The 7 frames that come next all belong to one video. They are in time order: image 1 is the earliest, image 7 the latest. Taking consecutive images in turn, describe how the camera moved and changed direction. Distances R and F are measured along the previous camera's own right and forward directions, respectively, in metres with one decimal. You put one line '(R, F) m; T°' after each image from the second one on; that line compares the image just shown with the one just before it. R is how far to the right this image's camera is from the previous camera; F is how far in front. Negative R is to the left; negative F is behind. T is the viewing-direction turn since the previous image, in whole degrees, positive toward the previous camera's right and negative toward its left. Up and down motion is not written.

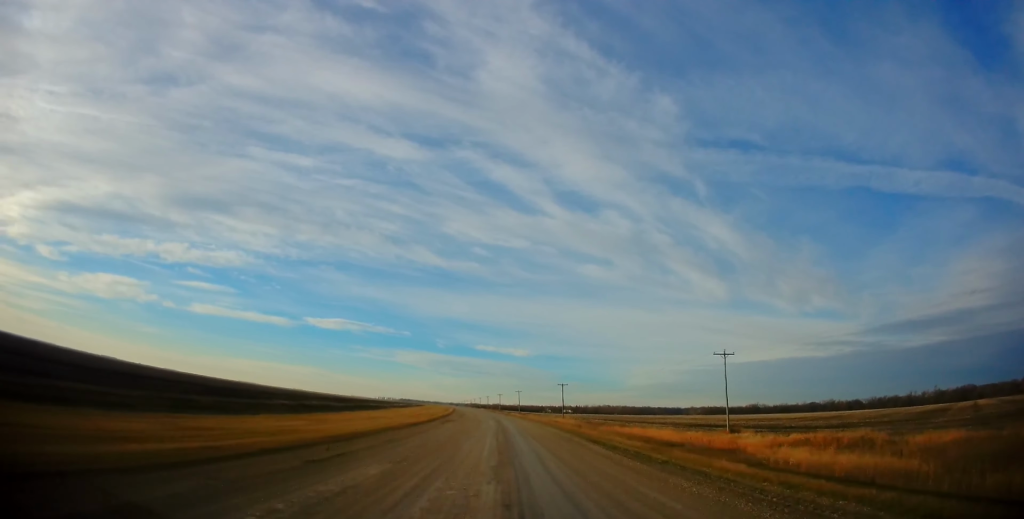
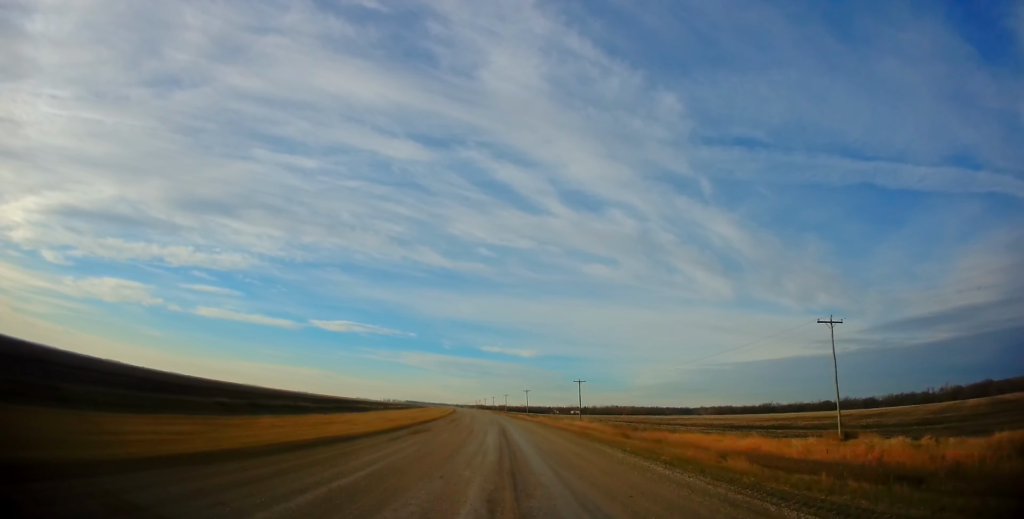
(-0.3, +19.0) m; -1°
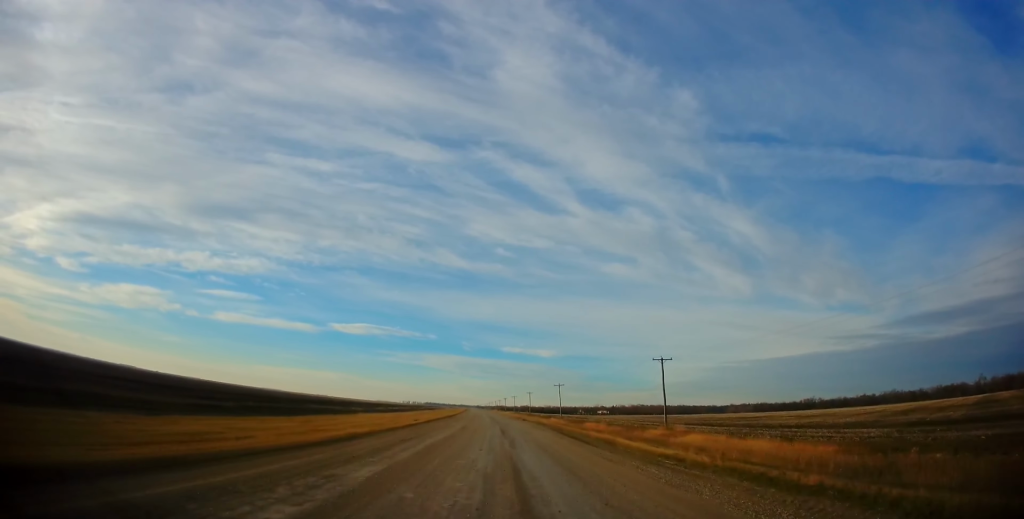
(-0.3, +51.5) m; -1°
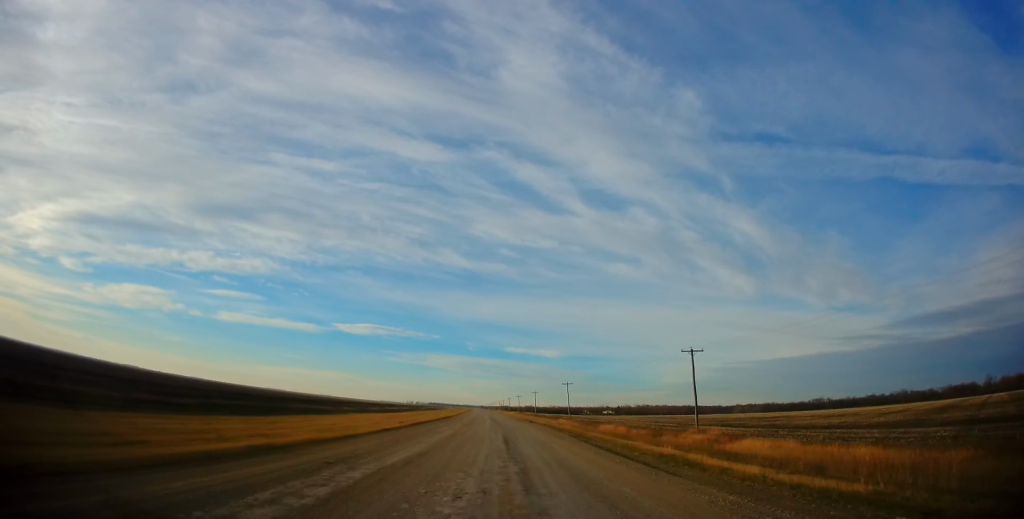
(0.0, +10.8) m; -1°
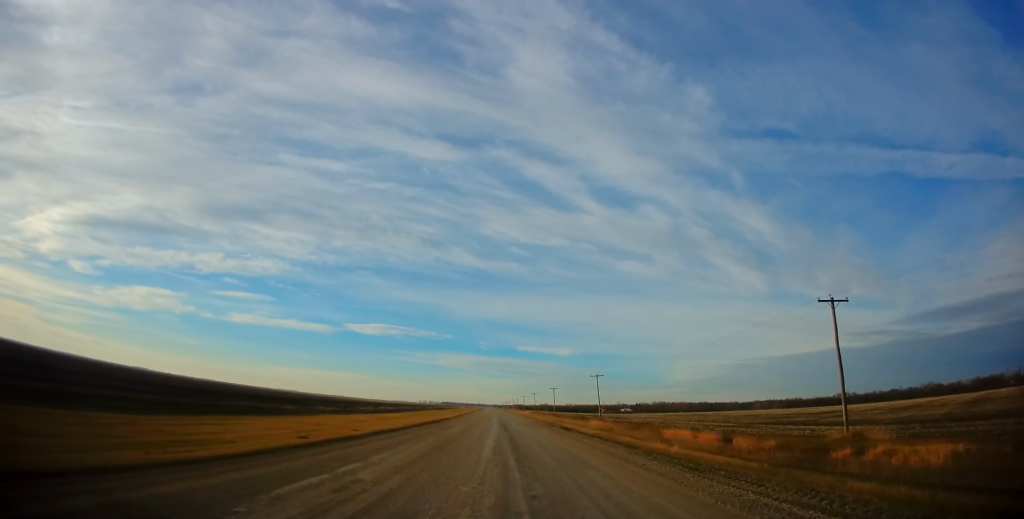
(-0.4, +29.6) m; -1°
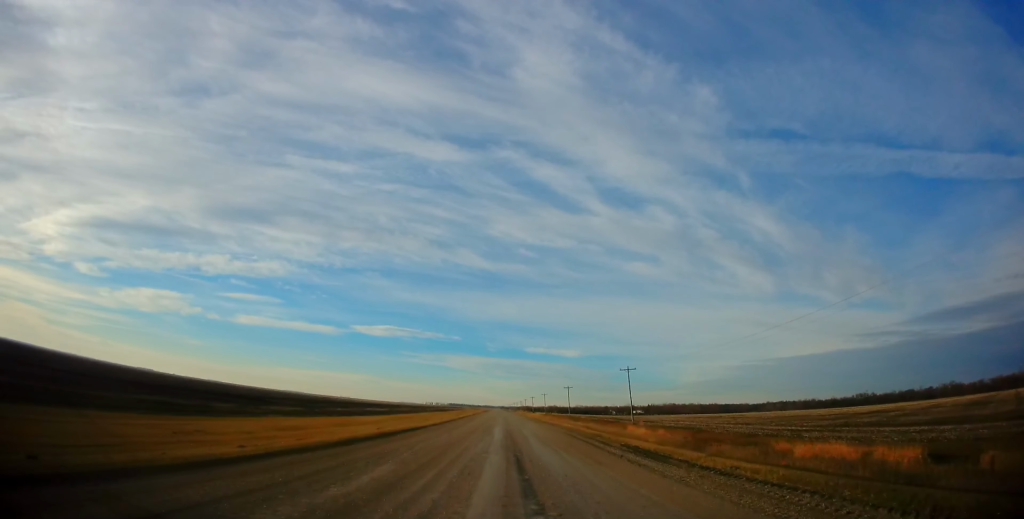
(-0.3, +24.0) m; -1°
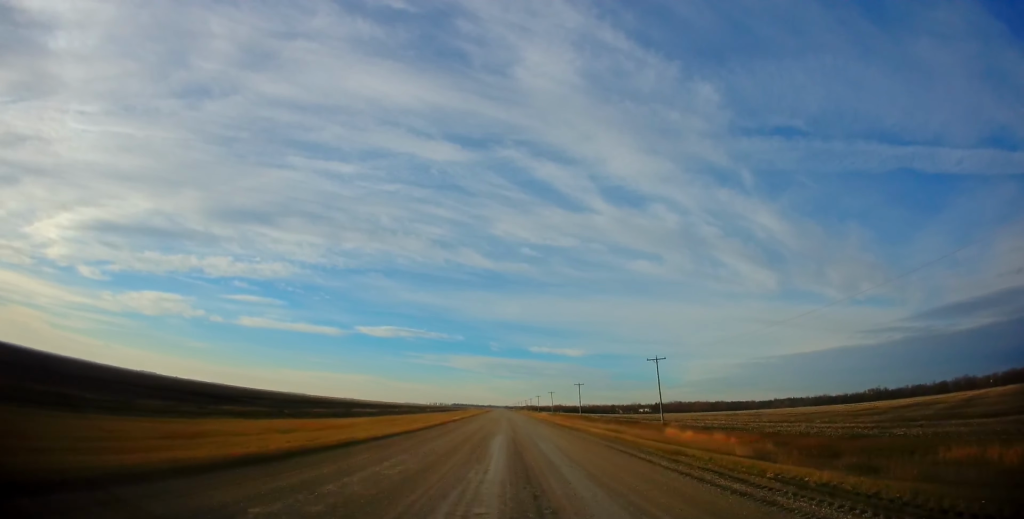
(-0.1, +15.7) m; 0°
